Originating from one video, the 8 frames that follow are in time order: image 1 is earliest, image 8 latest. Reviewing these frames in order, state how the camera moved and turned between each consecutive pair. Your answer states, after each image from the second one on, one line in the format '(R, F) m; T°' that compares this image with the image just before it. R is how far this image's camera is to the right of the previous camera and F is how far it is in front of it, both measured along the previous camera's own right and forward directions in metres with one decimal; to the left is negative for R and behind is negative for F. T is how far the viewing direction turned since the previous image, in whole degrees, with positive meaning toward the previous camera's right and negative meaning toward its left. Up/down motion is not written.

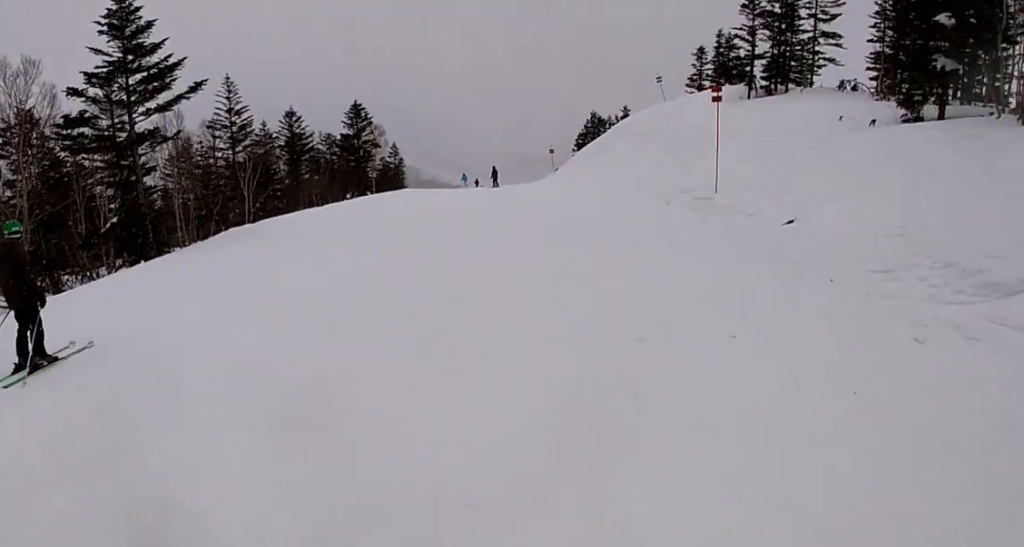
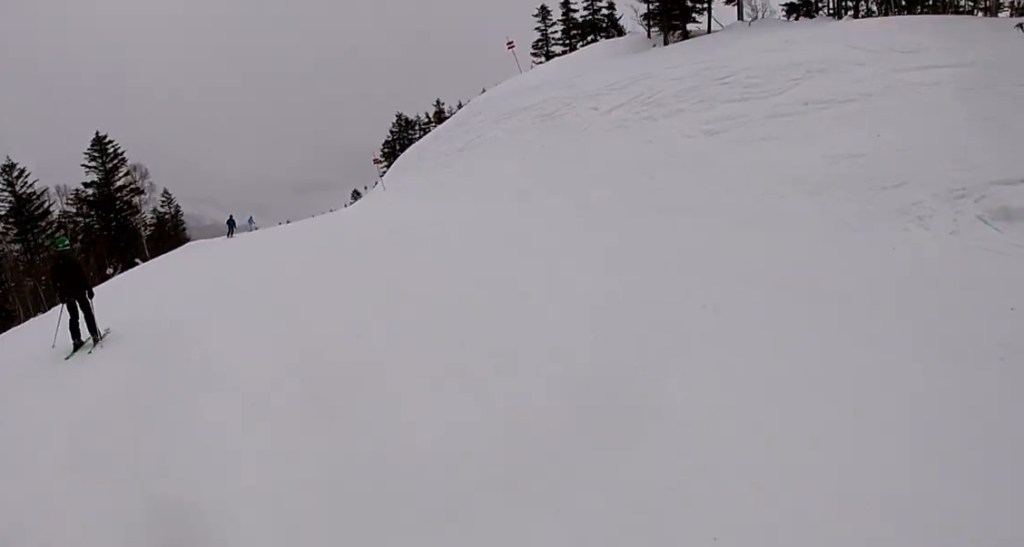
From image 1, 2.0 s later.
(+1.6, +13.8) m; +2°
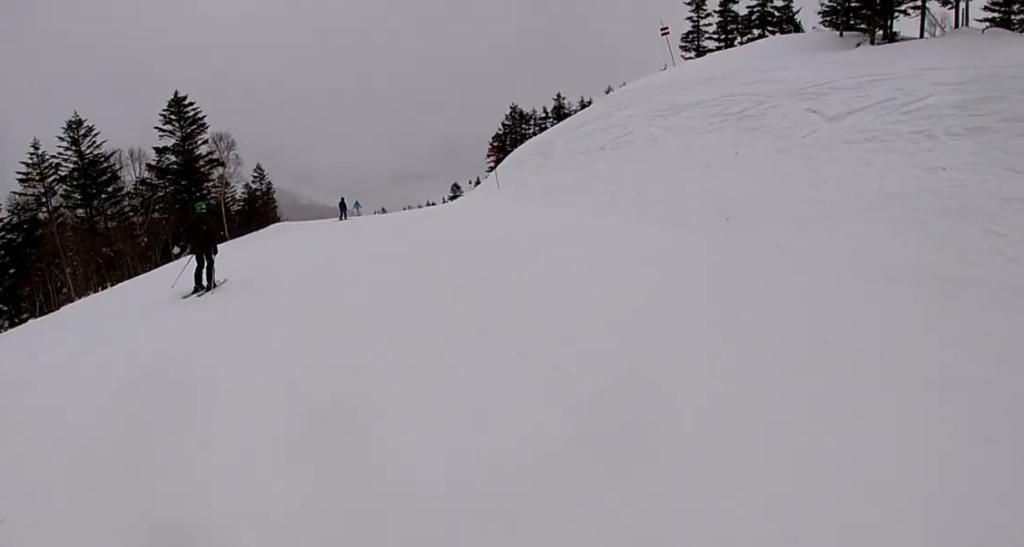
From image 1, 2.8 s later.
(-0.7, +5.6) m; -8°
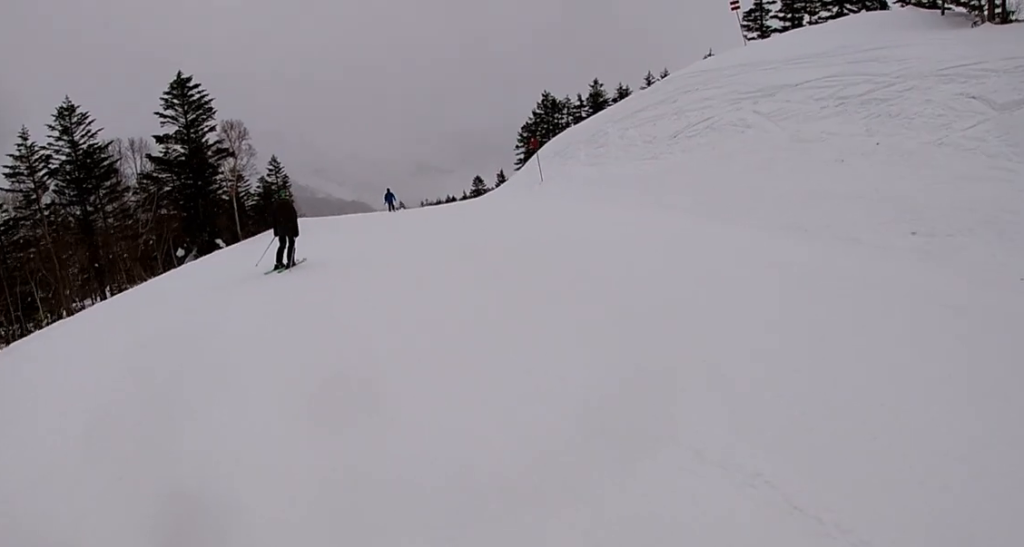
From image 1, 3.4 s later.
(-0.1, +3.8) m; +6°
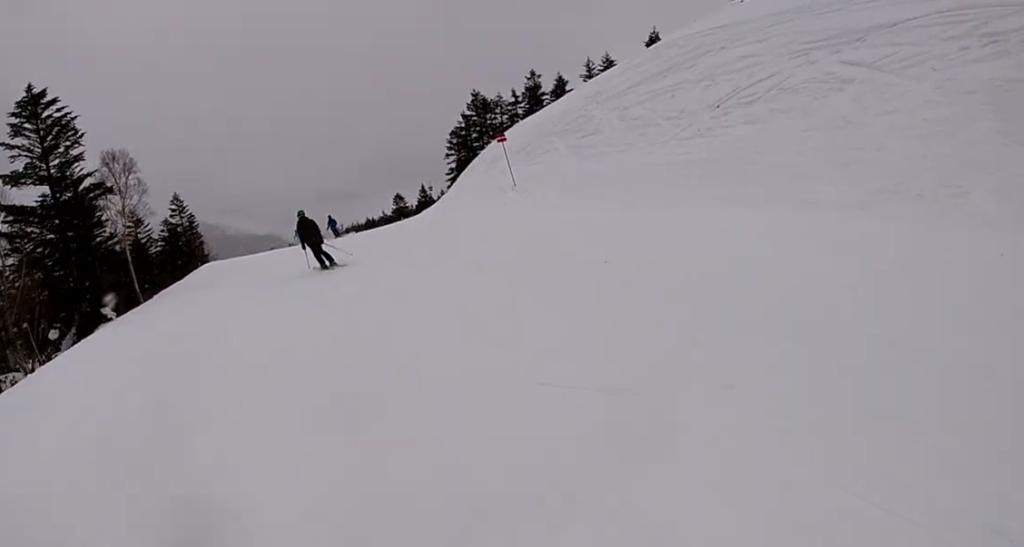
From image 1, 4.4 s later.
(+0.8, +6.8) m; +4°
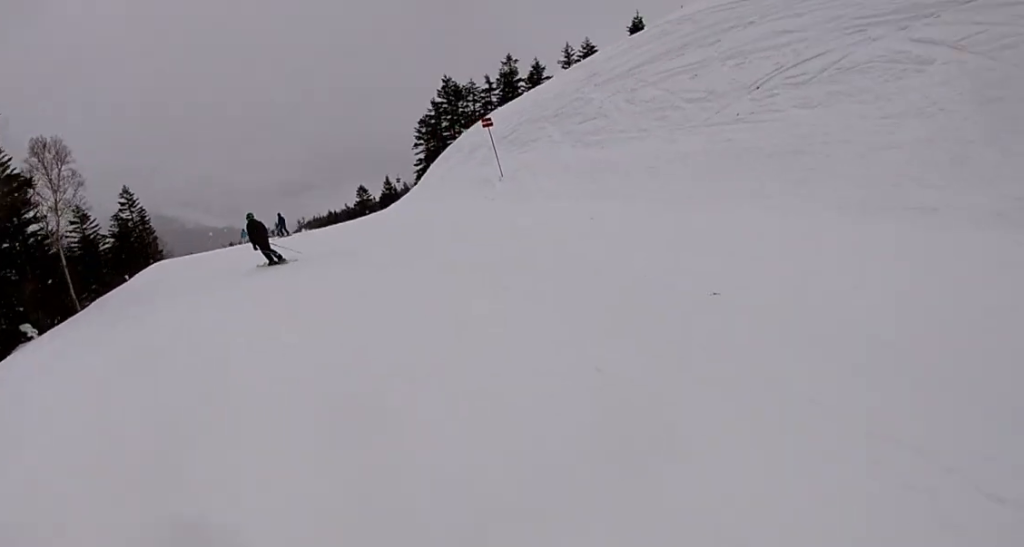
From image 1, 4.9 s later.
(+0.2, +3.1) m; -1°
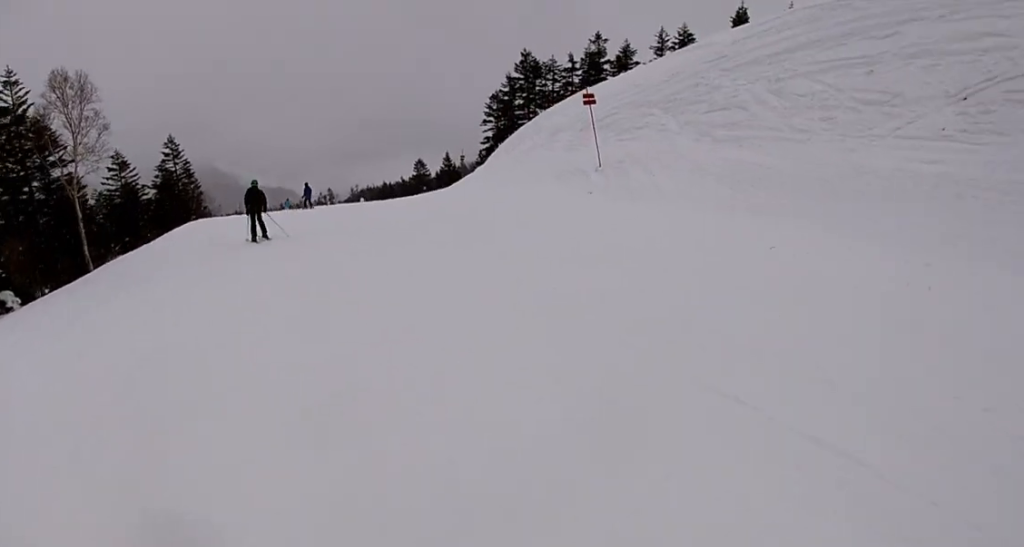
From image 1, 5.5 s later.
(-0.6, +3.8) m; -6°
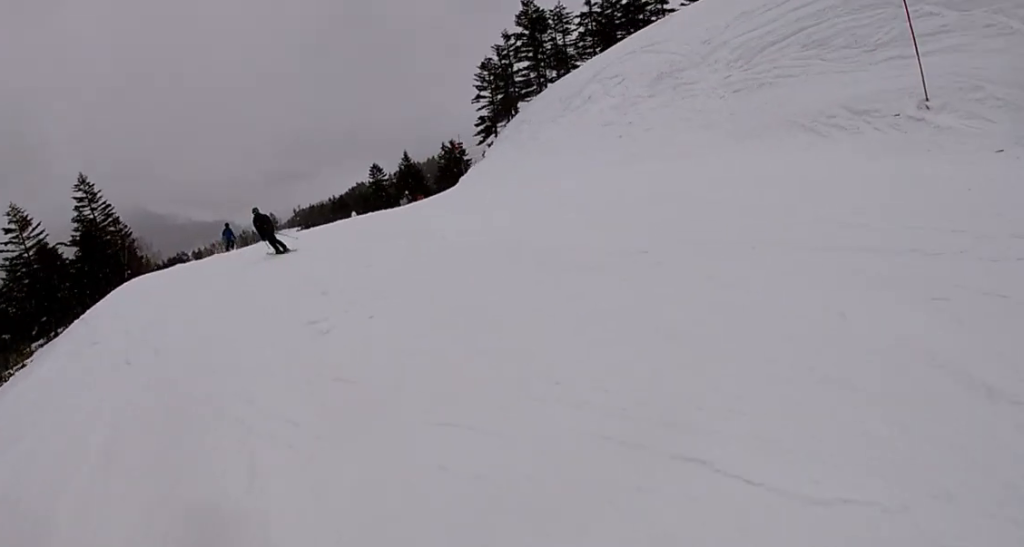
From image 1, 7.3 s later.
(+0.7, +11.6) m; +14°
